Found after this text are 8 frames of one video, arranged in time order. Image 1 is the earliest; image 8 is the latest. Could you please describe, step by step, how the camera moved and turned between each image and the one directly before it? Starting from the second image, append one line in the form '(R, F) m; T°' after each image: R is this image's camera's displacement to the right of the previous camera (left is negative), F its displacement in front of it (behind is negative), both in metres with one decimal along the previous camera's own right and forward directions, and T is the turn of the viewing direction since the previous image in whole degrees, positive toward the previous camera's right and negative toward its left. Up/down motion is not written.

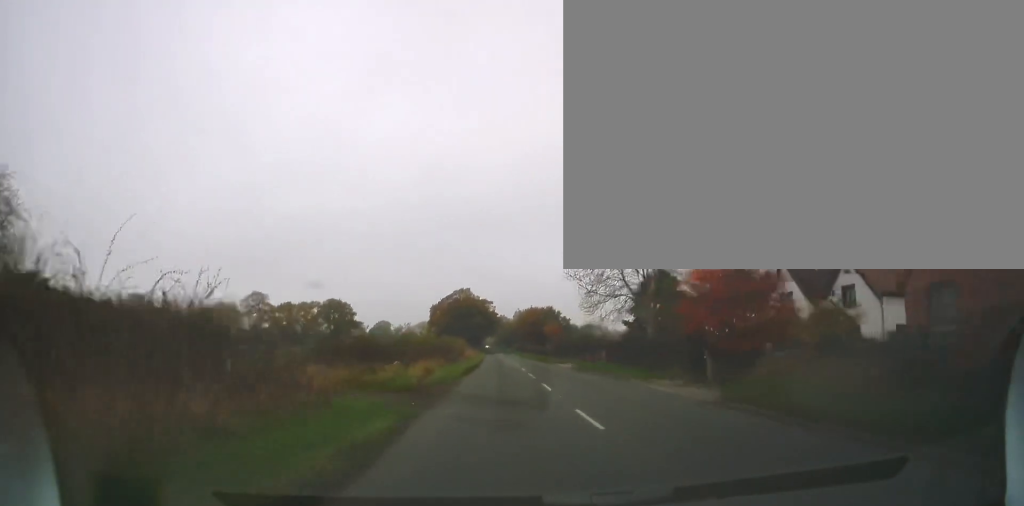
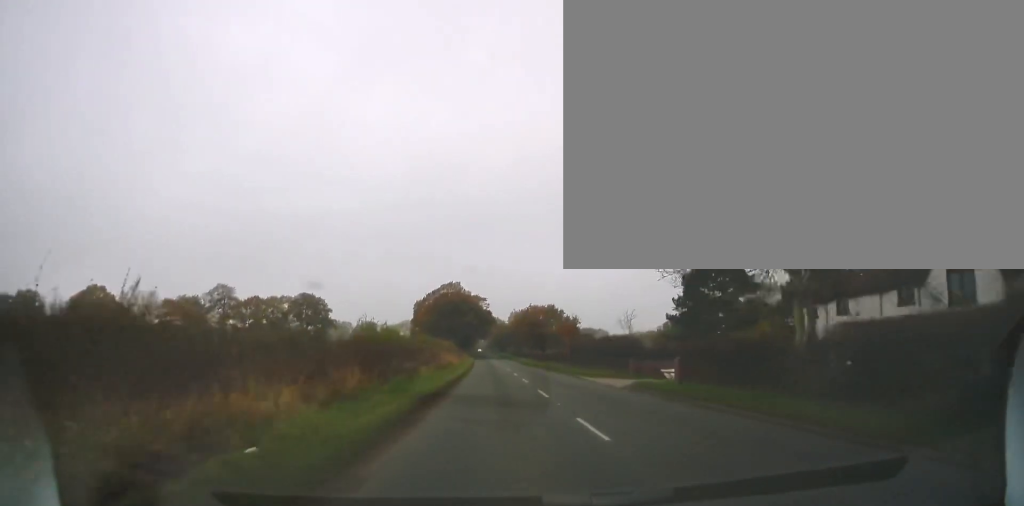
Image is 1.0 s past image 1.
(+0.4, +19.1) m; +1°
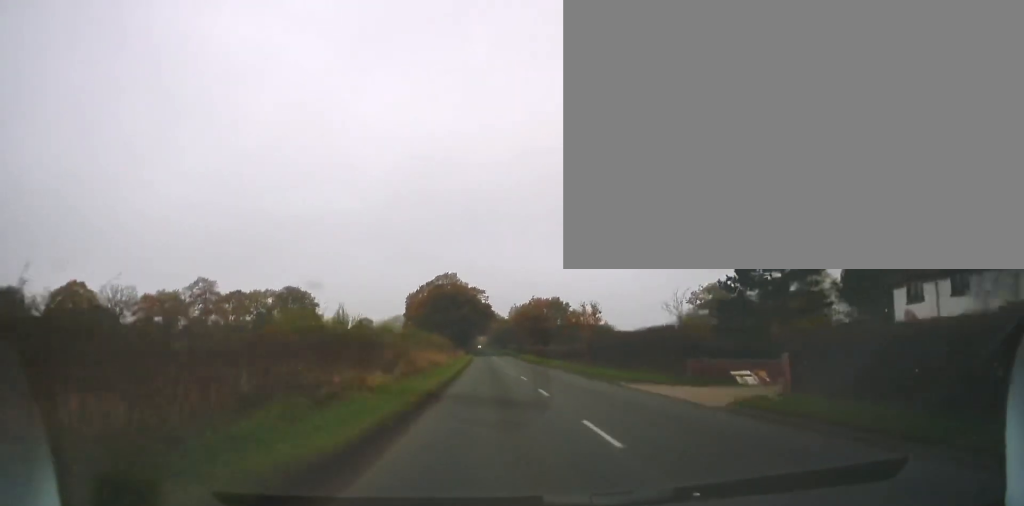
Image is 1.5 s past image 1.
(+0.3, +9.3) m; 0°
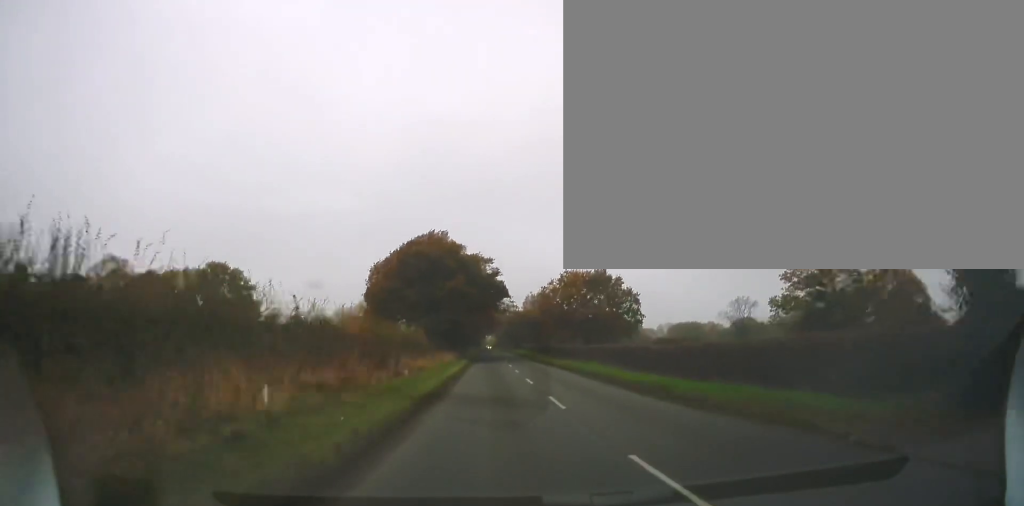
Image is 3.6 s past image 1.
(0.0, +39.5) m; 0°
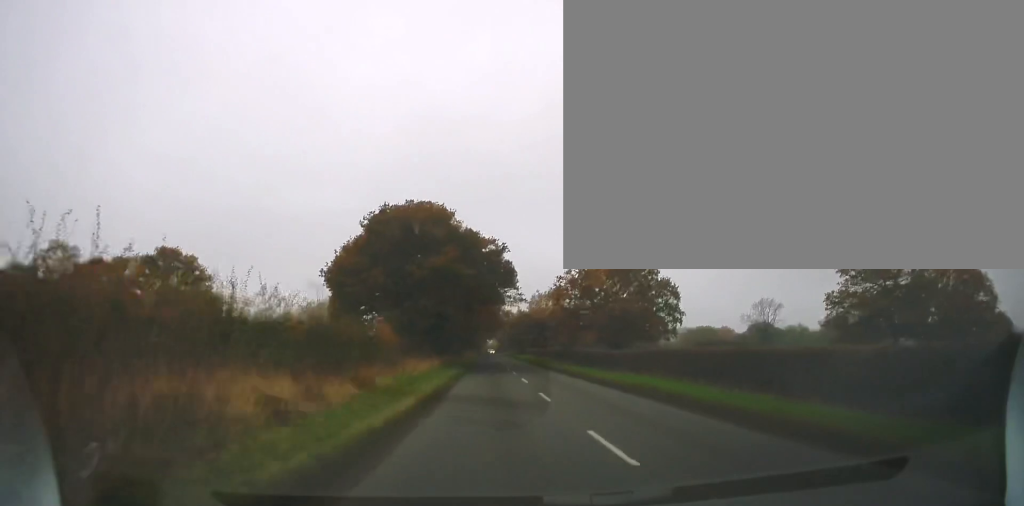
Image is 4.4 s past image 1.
(-0.4, +15.3) m; -1°
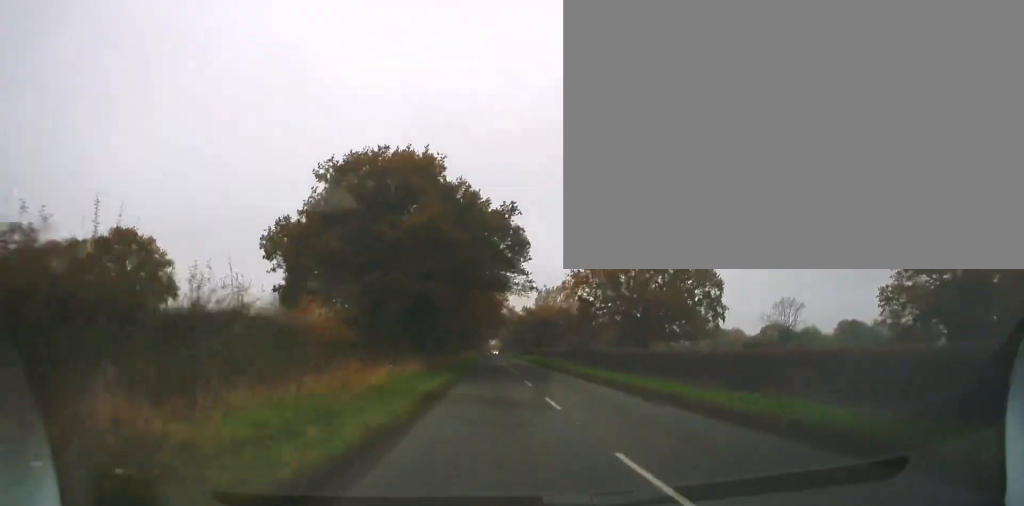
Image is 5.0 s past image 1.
(0.0, +11.0) m; -1°
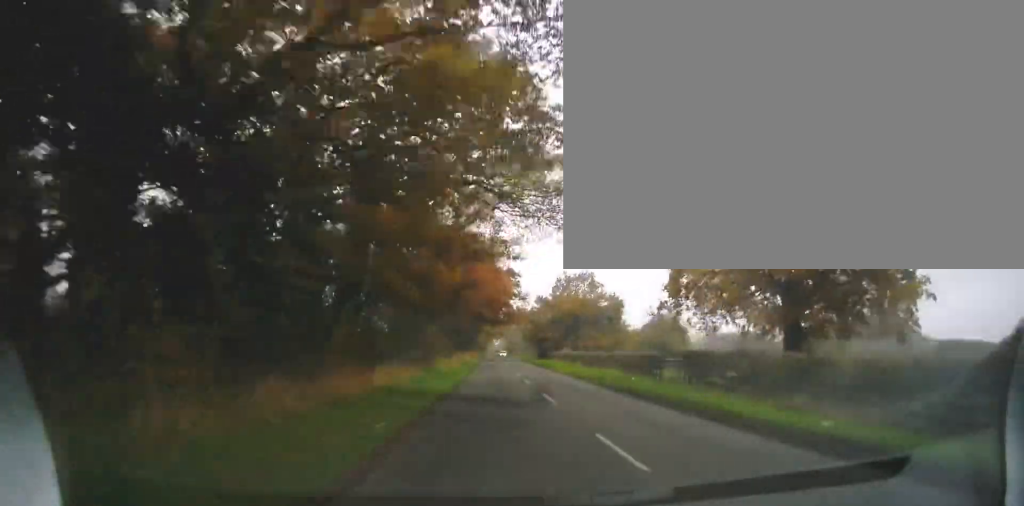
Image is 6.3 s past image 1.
(-0.2, +24.8) m; 0°
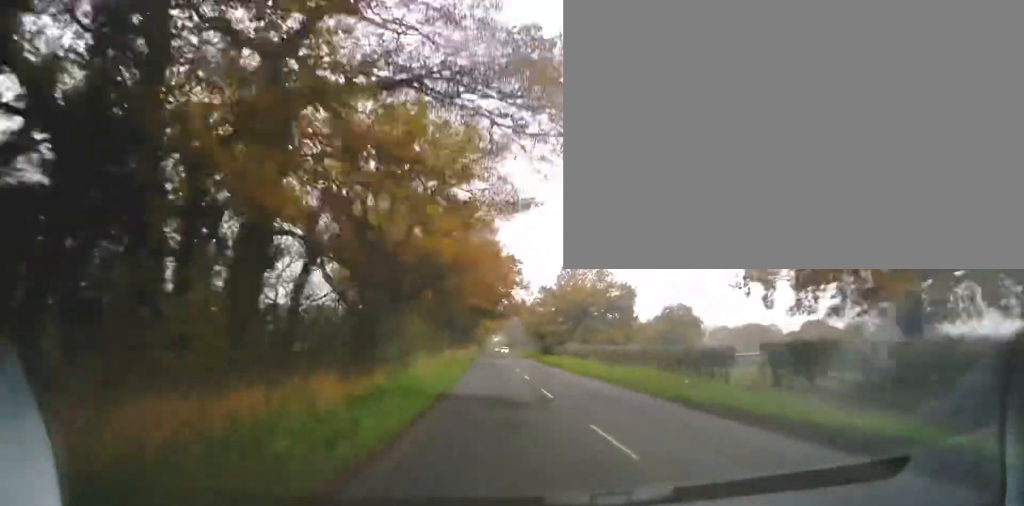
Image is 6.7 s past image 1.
(-0.1, +9.2) m; 0°
